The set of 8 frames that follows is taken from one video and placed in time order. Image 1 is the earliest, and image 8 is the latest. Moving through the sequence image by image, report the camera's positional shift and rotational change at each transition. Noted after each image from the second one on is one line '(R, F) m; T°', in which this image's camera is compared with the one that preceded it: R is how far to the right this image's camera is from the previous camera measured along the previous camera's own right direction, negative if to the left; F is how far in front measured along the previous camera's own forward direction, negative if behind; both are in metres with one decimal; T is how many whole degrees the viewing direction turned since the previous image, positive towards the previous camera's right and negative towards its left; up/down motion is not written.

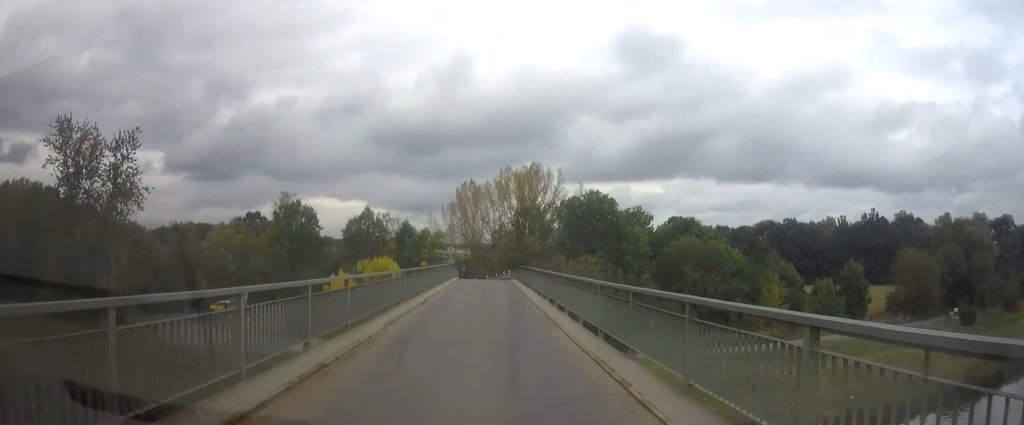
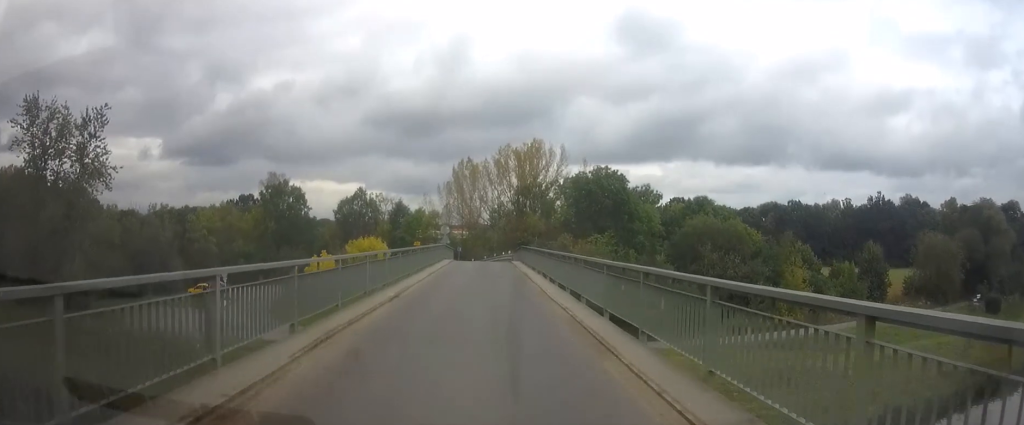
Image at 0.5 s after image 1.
(+0.1, +6.2) m; 0°
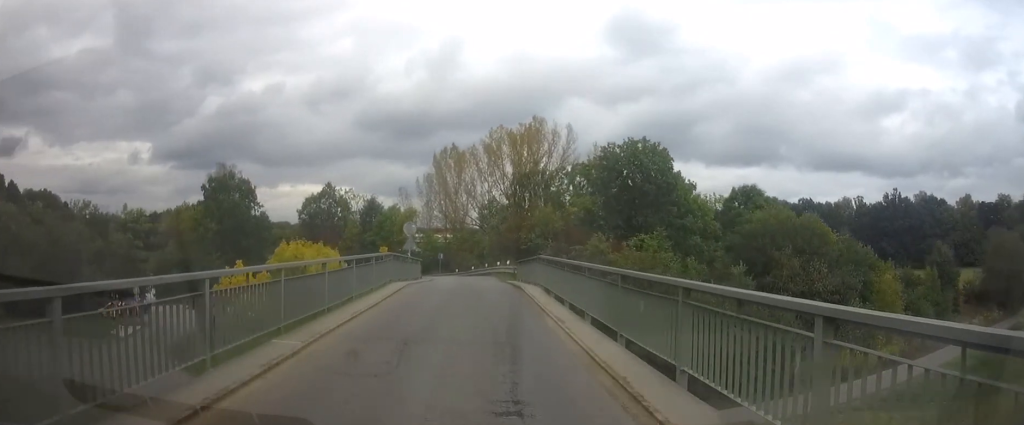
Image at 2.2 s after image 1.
(+0.1, +19.2) m; 0°
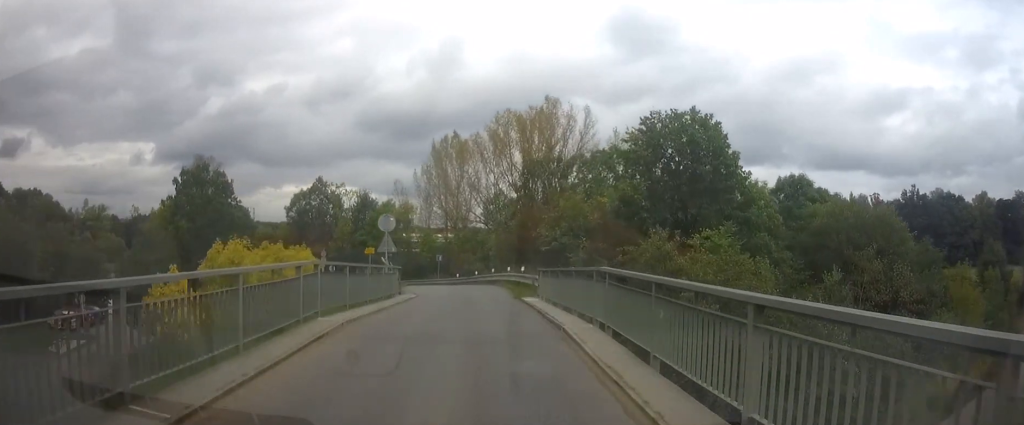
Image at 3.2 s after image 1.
(0.0, +10.1) m; 0°
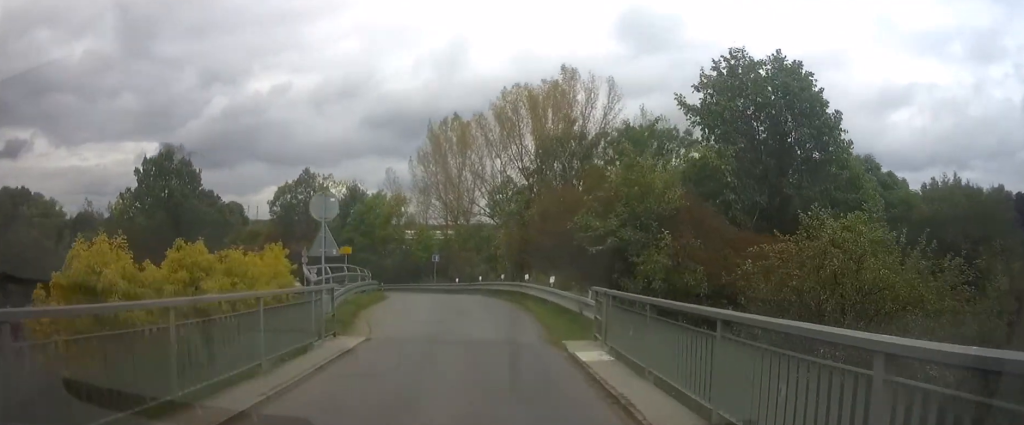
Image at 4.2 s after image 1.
(-0.1, +10.8) m; -1°
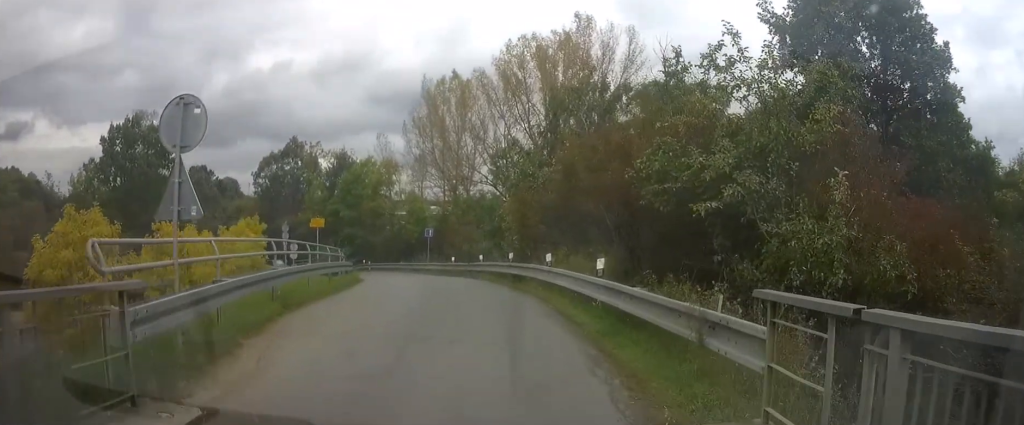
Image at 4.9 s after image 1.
(0.0, +7.5) m; -1°
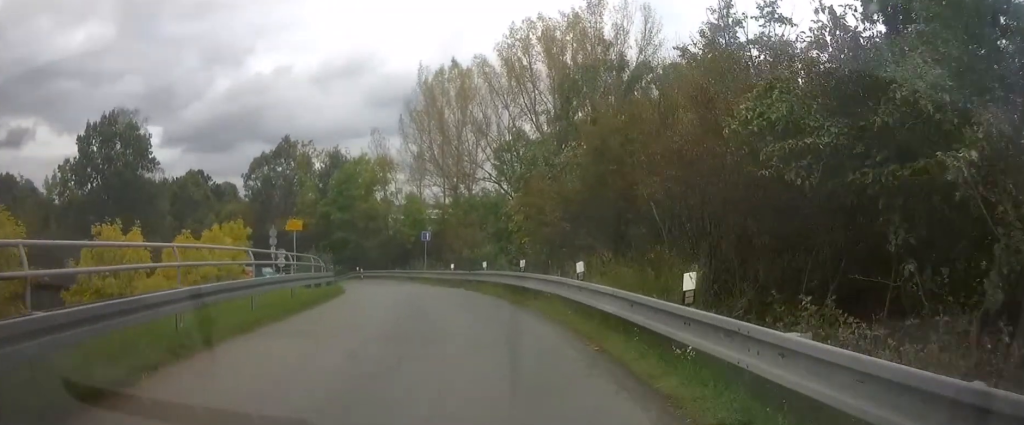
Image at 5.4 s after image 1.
(-0.1, +4.6) m; -1°
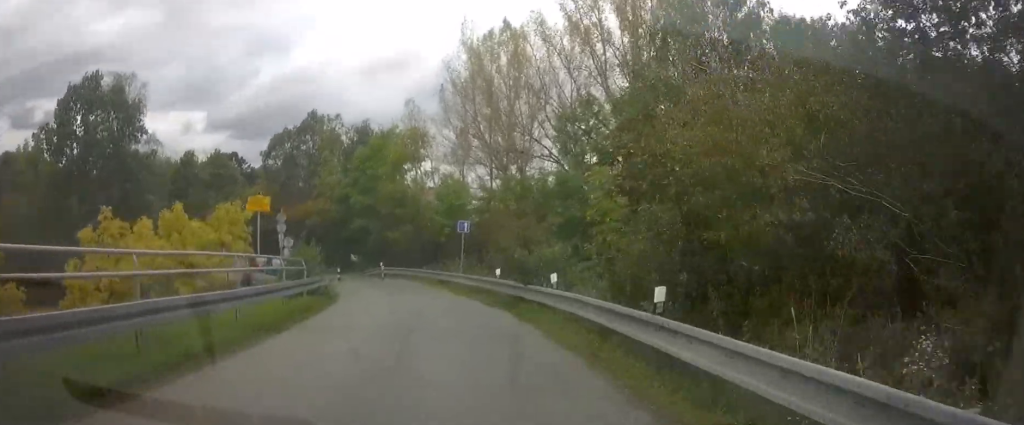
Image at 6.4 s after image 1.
(-0.2, +9.3) m; -3°
